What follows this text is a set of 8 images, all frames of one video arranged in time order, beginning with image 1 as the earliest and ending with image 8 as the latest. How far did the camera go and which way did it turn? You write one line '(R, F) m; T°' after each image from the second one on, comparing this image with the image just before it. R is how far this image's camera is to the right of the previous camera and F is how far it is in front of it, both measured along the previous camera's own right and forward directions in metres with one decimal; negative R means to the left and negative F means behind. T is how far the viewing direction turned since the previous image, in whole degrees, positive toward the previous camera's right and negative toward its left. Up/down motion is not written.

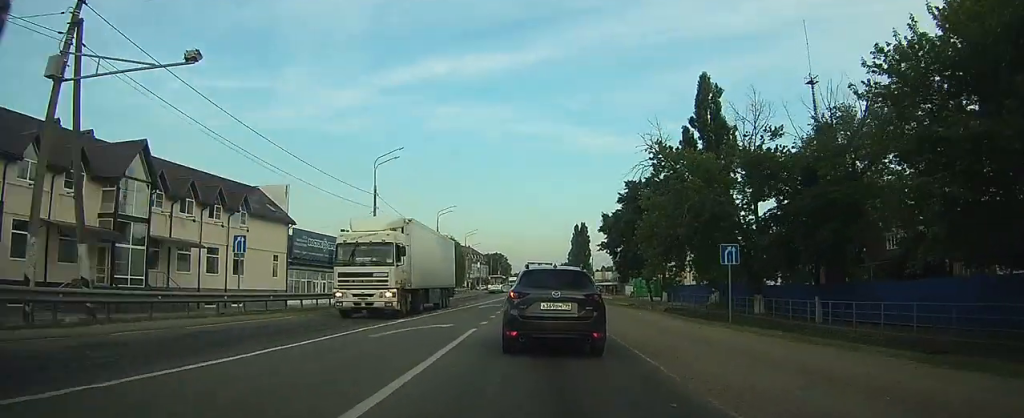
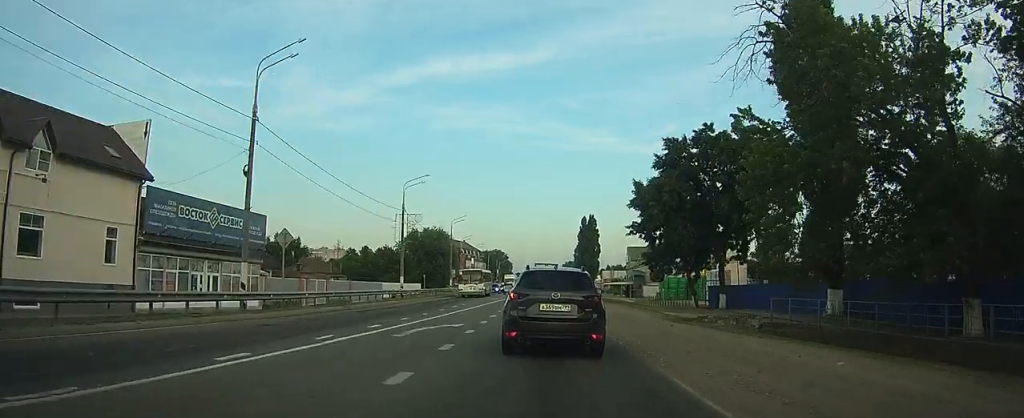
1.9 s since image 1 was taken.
(+0.4, +20.4) m; 0°
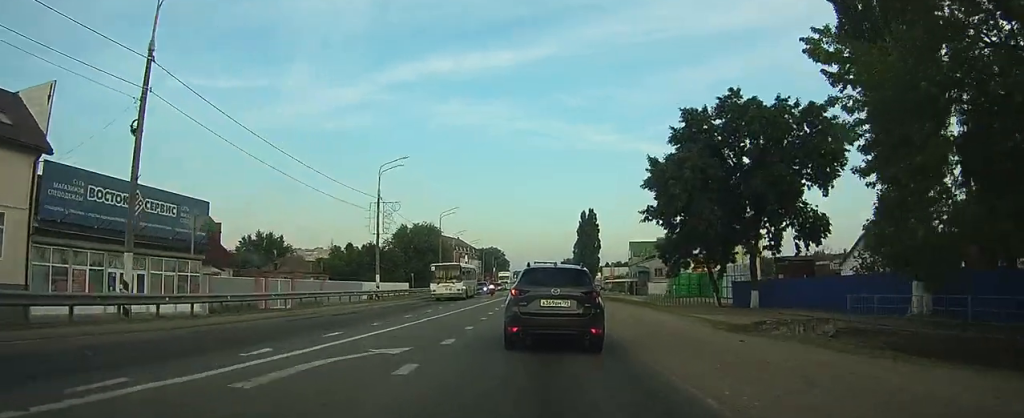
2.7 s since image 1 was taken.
(-0.2, +7.5) m; -1°
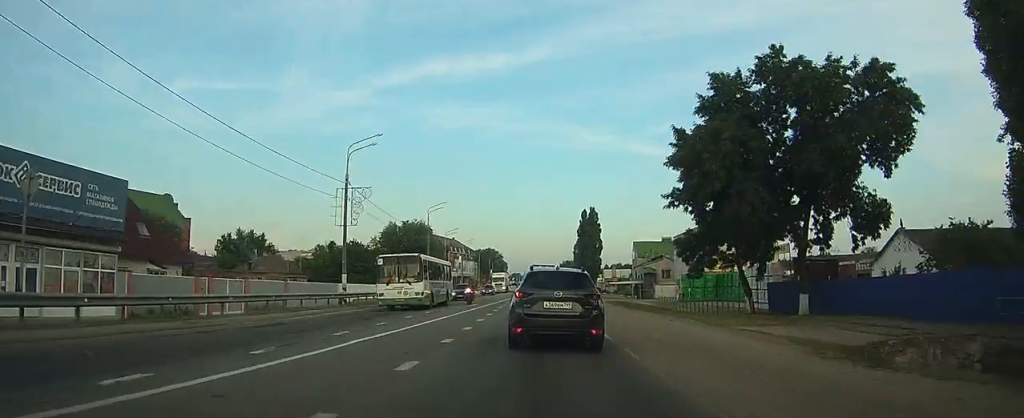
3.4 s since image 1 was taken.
(0.0, +7.7) m; 0°
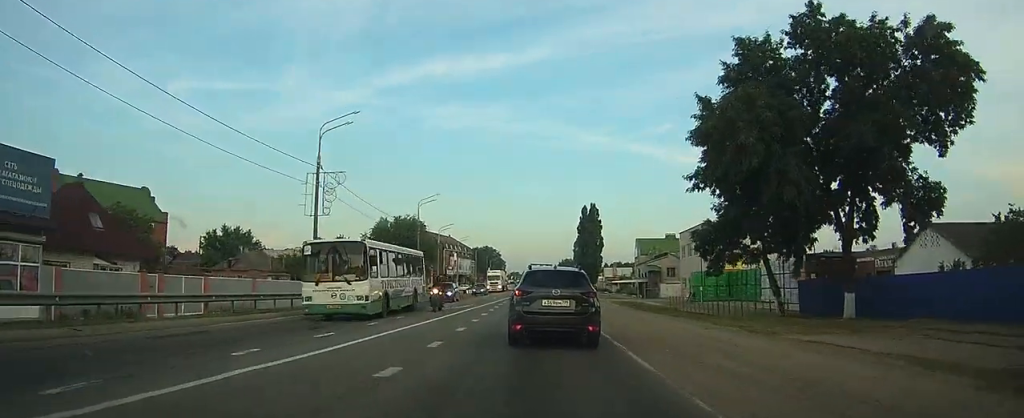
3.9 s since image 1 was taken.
(0.0, +5.0) m; 0°
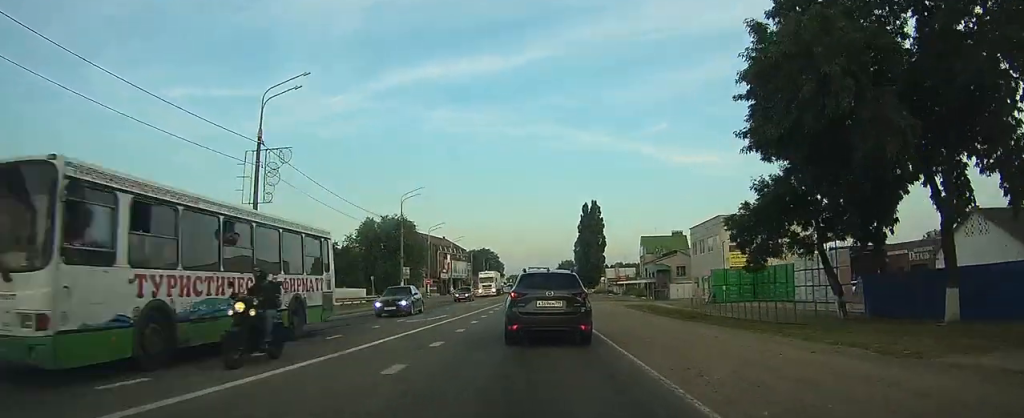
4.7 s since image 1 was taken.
(+0.1, +7.2) m; +1°
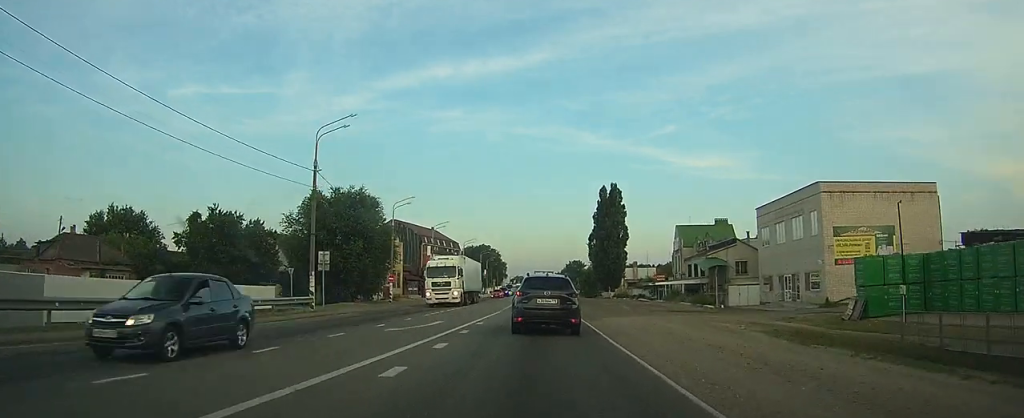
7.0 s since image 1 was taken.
(+0.3, +23.7) m; +1°
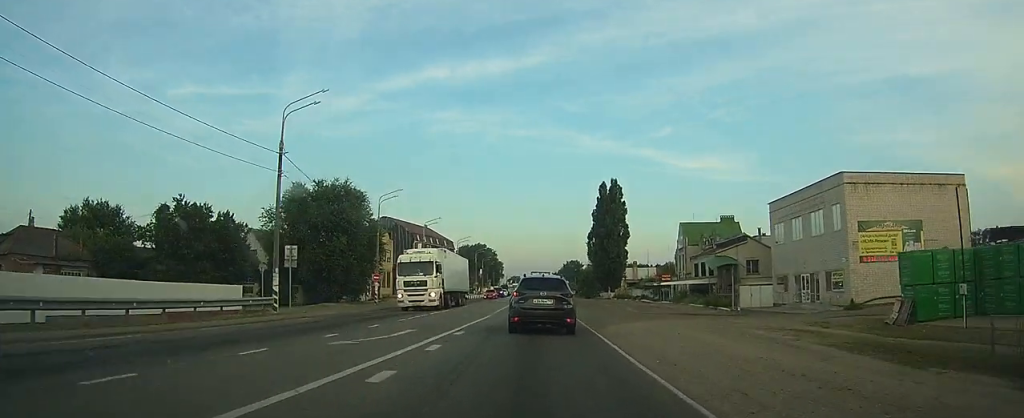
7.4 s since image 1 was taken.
(0.0, +4.2) m; 0°
